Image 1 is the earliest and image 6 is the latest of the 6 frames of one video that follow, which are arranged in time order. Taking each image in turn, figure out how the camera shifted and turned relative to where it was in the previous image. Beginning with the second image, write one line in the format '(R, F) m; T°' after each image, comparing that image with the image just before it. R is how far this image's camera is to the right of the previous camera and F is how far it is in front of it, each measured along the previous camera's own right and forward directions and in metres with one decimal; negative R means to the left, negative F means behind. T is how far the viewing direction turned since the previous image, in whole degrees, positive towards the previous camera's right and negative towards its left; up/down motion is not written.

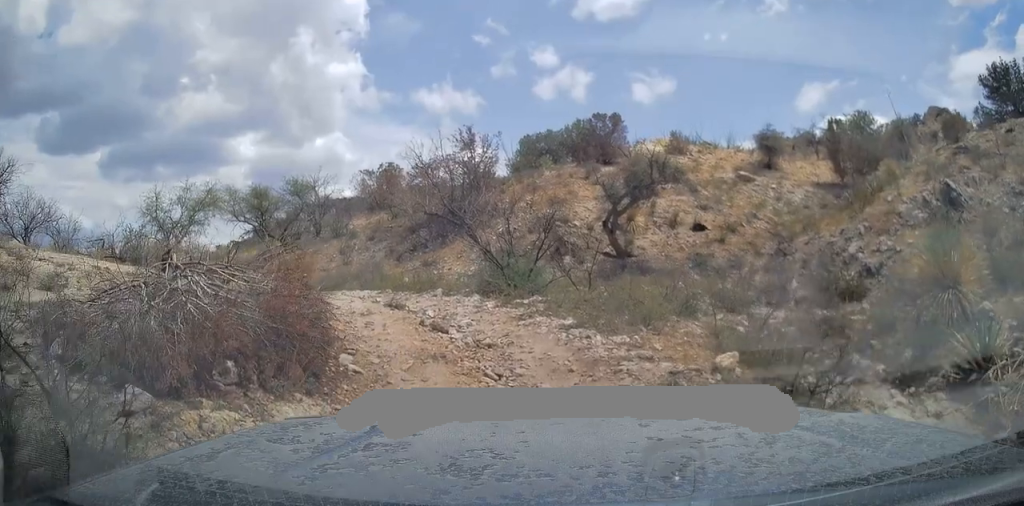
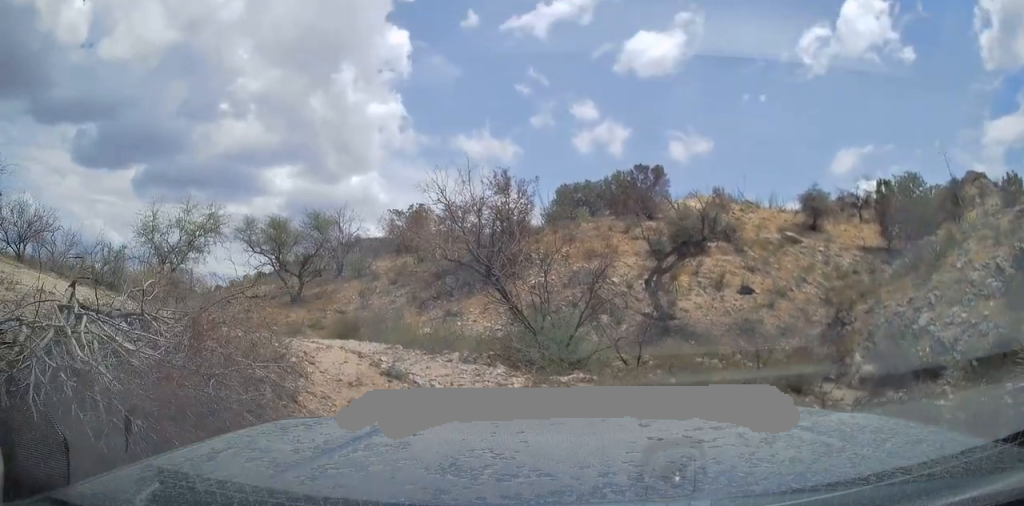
(+0.3, +2.1) m; -19°
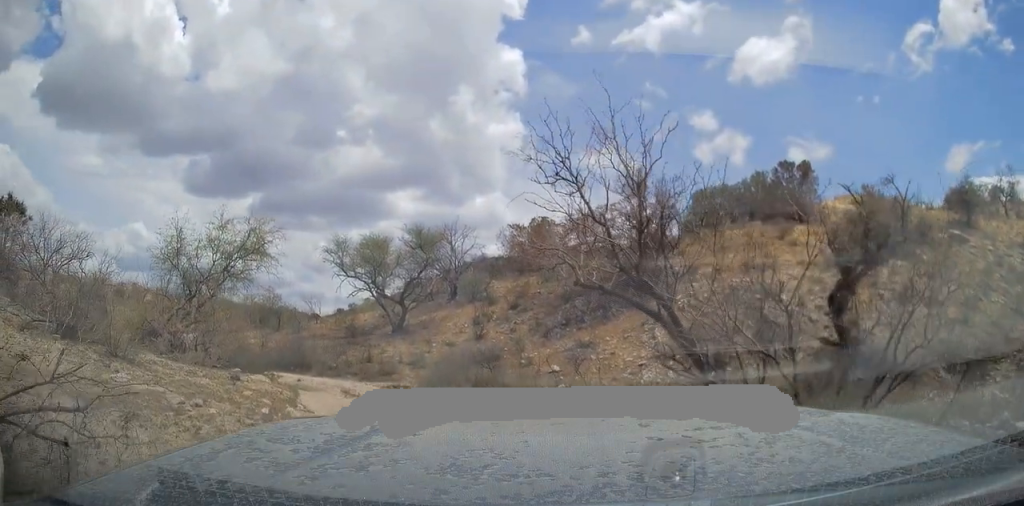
(-2.0, +5.2) m; -39°
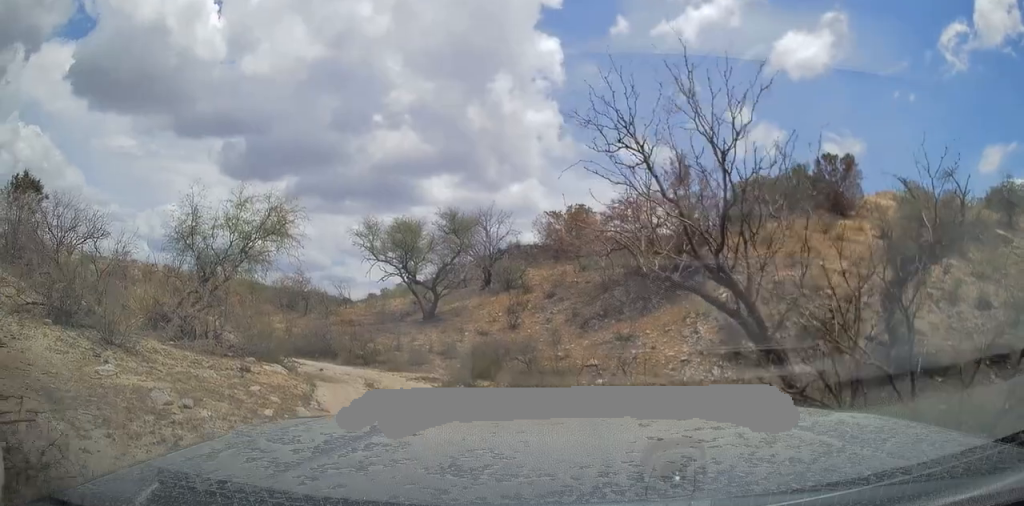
(-0.2, +1.0) m; 0°
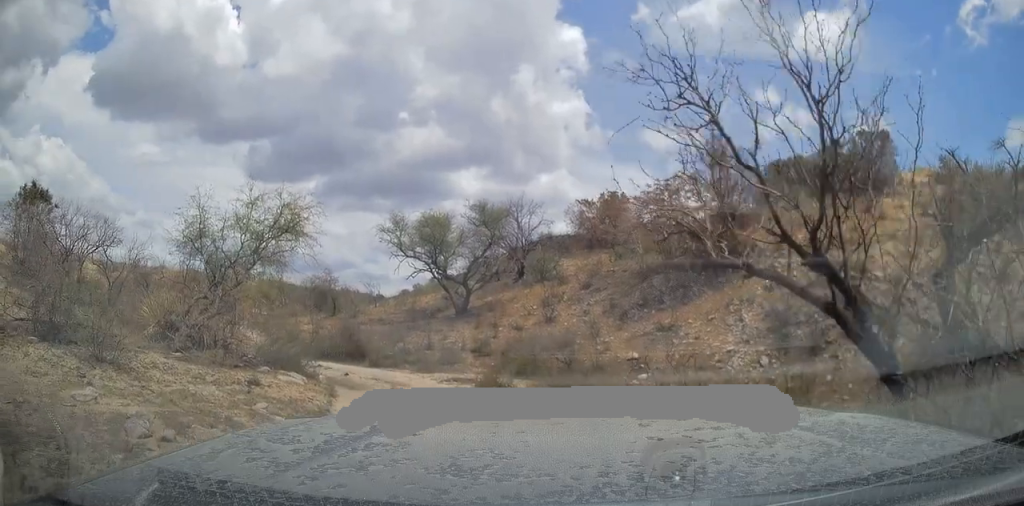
(0.0, +0.8) m; +3°
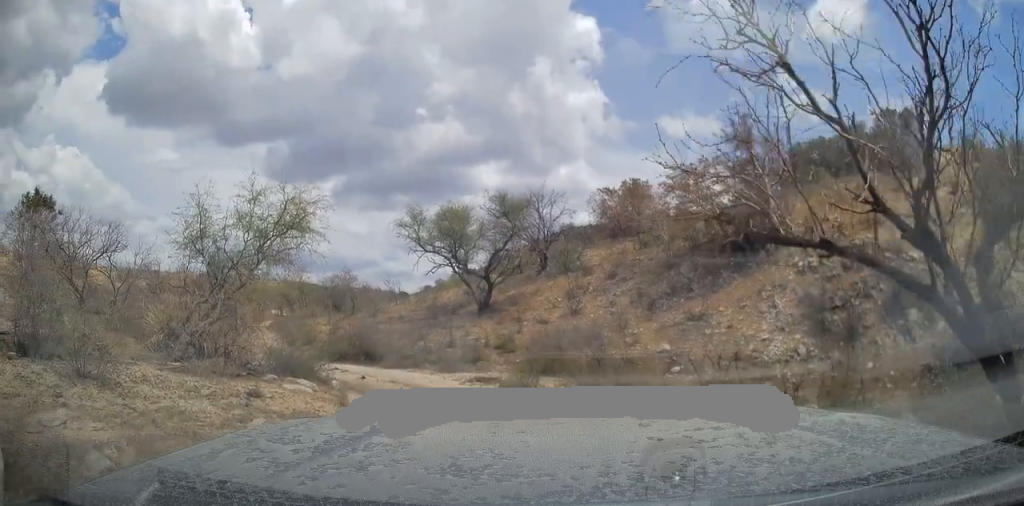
(+0.3, +0.5) m; +7°
